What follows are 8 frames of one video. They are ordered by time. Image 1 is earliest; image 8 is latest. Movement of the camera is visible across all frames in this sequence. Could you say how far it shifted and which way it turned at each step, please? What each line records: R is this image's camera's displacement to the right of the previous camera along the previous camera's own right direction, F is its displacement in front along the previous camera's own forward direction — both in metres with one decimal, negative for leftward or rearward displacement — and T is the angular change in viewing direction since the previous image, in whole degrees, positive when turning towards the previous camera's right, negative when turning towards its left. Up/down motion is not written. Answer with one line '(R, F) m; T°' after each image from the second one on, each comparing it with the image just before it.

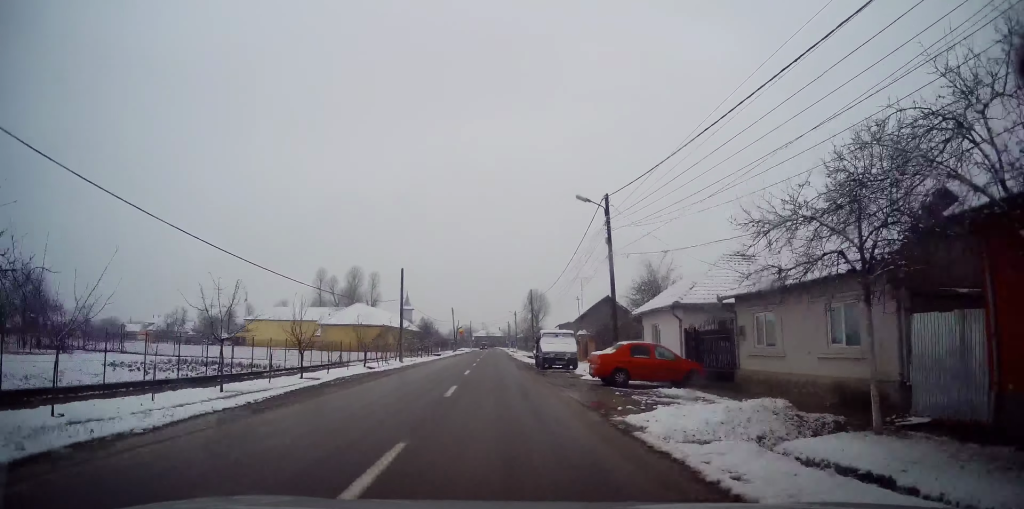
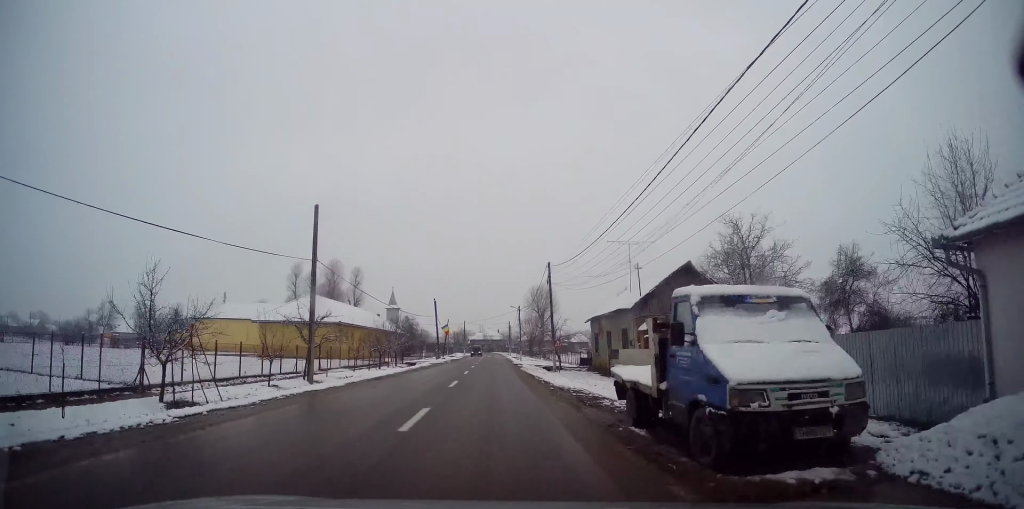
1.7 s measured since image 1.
(-0.3, +22.2) m; -1°
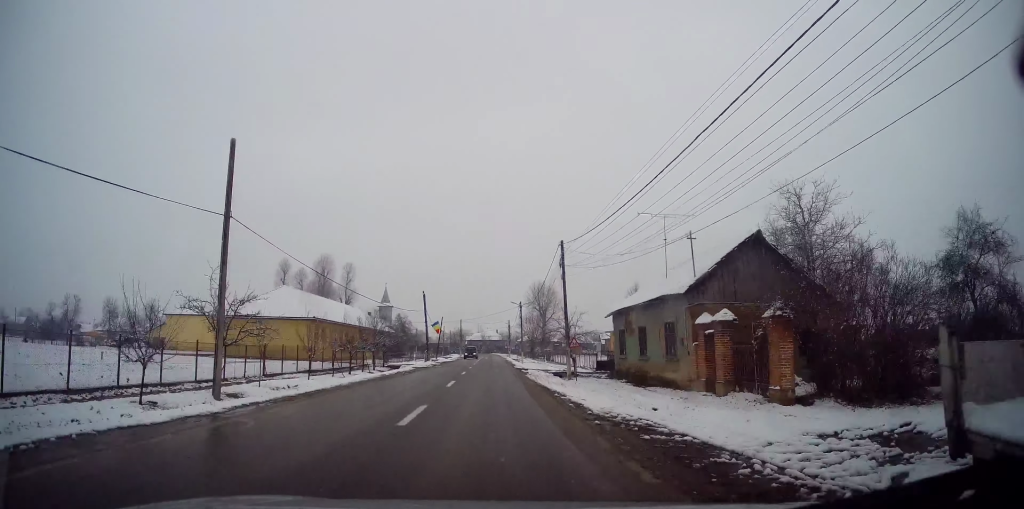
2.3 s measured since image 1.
(0.0, +8.3) m; 0°
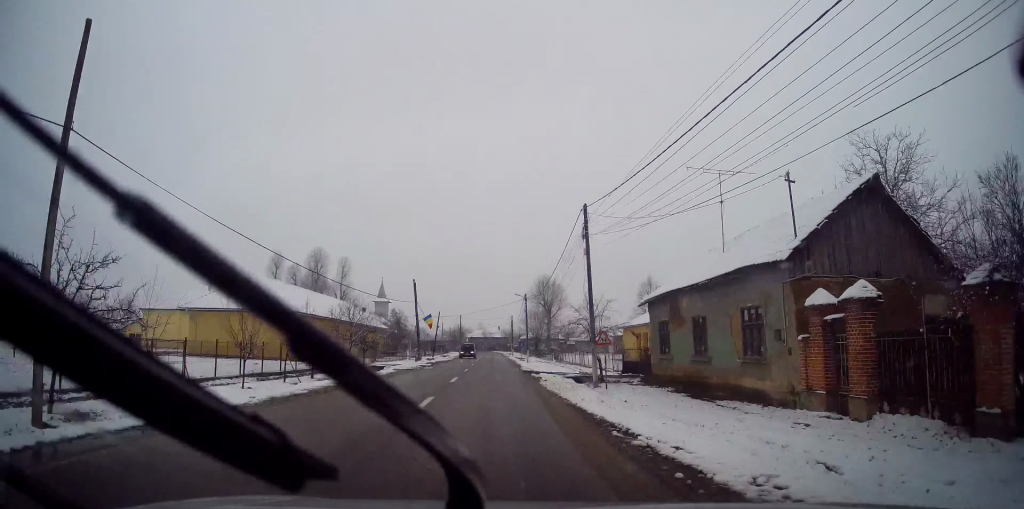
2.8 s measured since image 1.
(0.0, +7.5) m; 0°
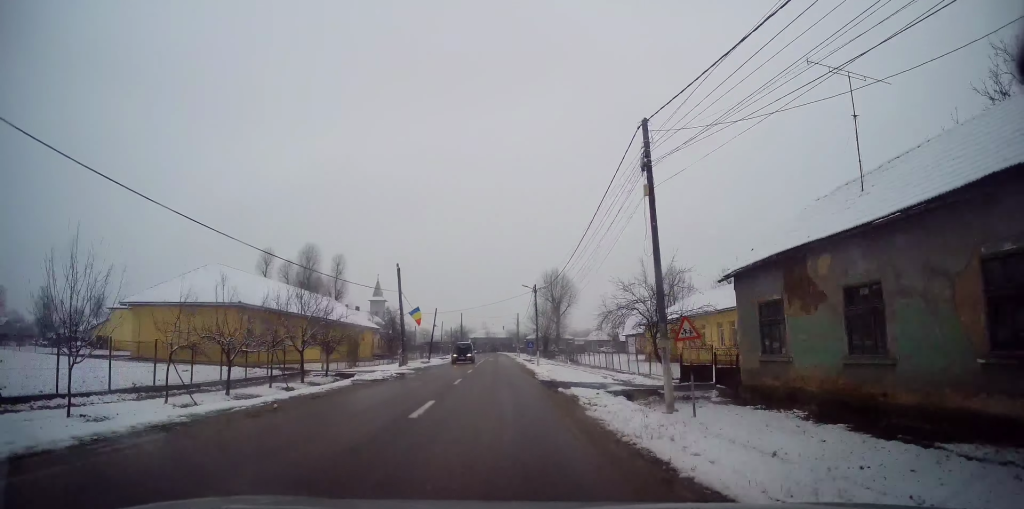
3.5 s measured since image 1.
(0.0, +9.4) m; 0°
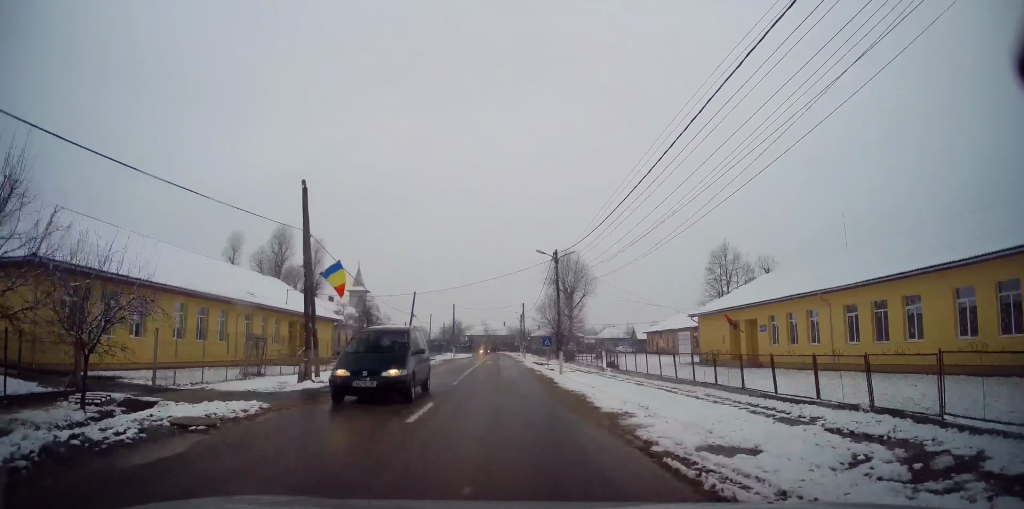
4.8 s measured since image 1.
(-0.2, +18.7) m; -1°
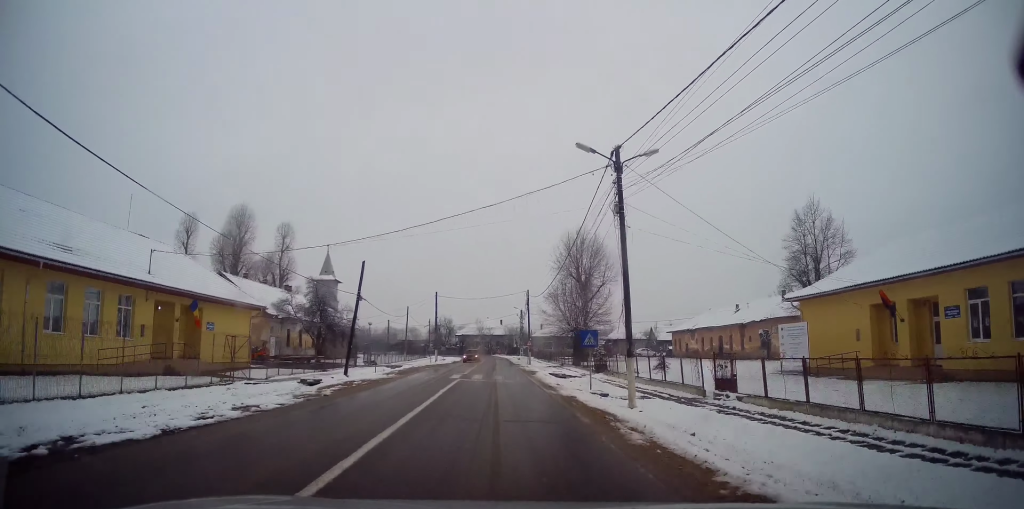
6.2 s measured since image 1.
(+0.1, +19.1) m; 0°
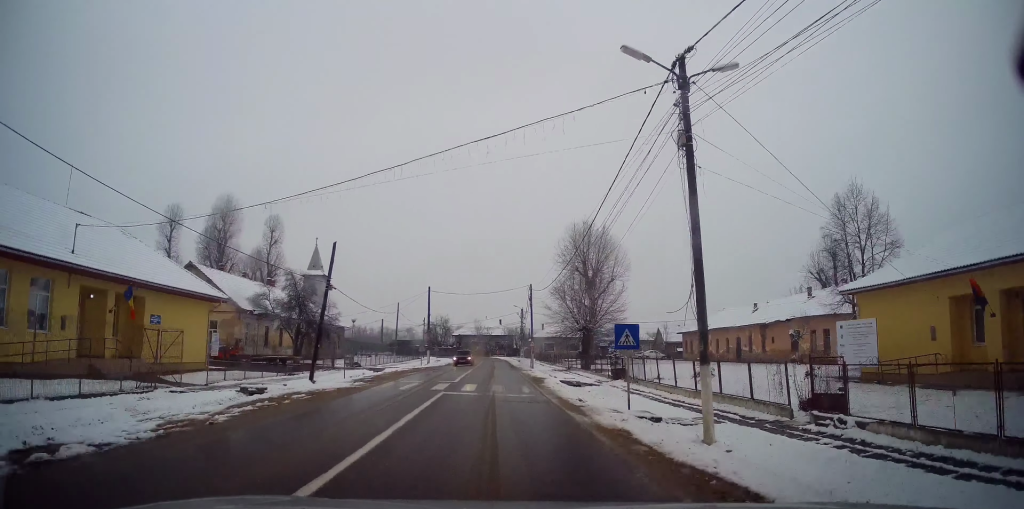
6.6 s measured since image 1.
(0.0, +6.0) m; 0°
